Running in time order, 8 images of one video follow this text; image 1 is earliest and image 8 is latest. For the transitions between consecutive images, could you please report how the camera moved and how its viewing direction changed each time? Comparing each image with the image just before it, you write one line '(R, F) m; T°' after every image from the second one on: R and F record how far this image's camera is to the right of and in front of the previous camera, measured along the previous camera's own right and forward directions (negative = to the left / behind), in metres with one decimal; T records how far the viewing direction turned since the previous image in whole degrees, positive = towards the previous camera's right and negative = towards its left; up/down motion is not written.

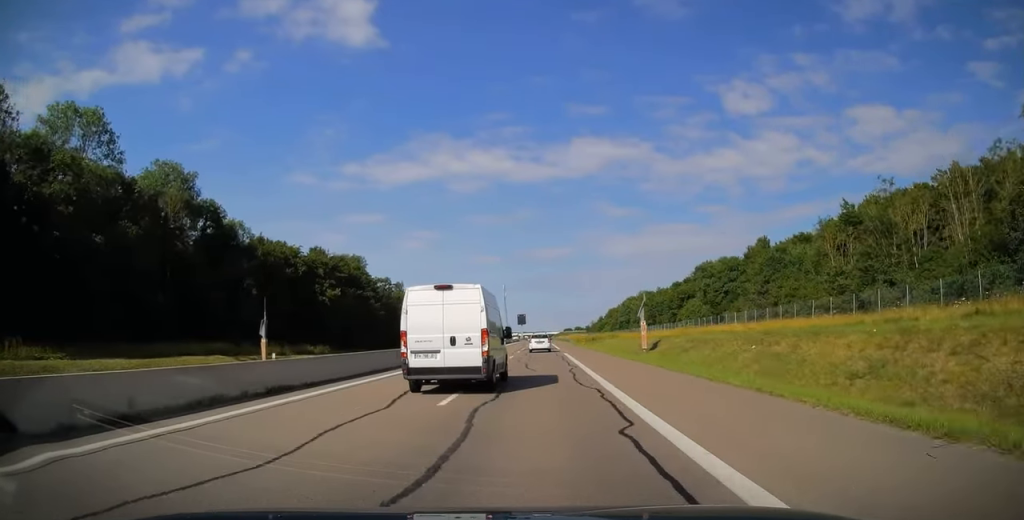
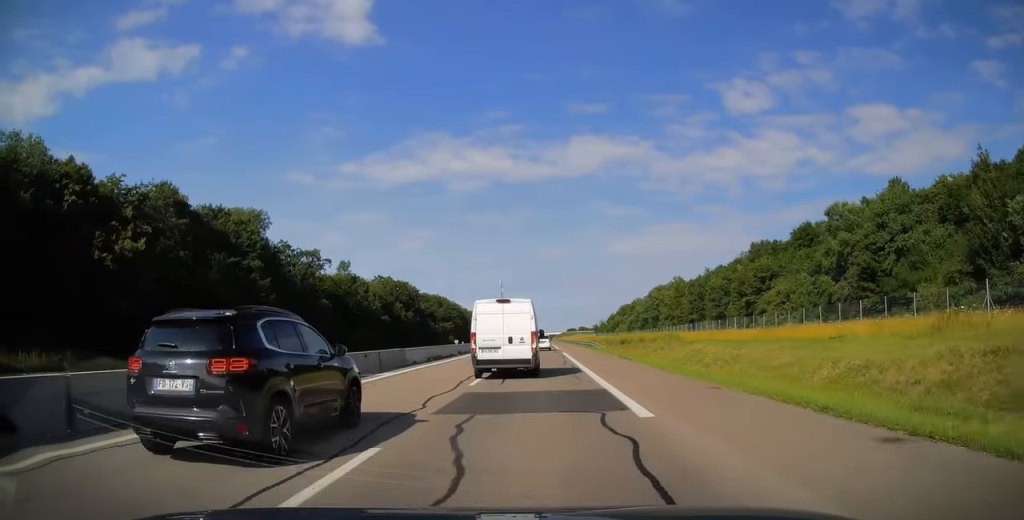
(0.0, +45.7) m; 0°
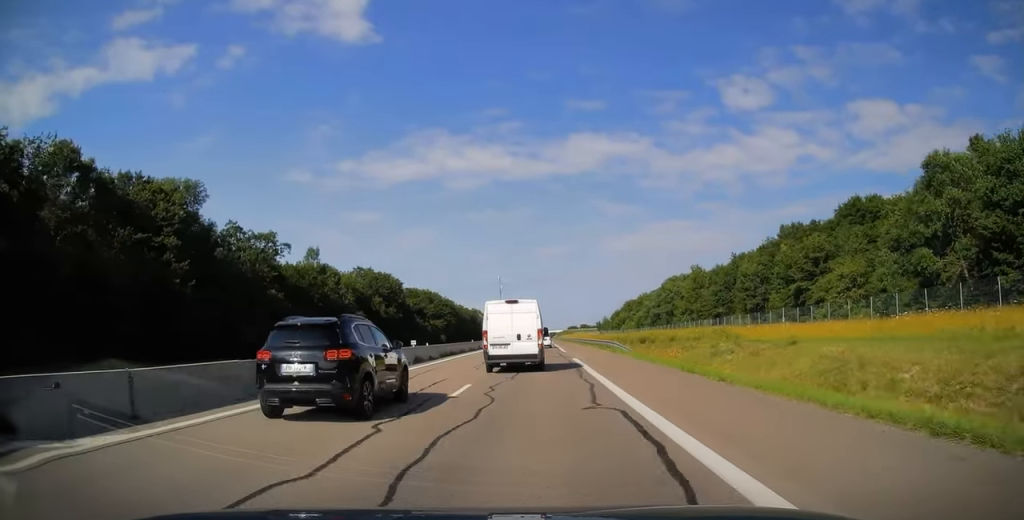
(0.0, +16.3) m; 0°
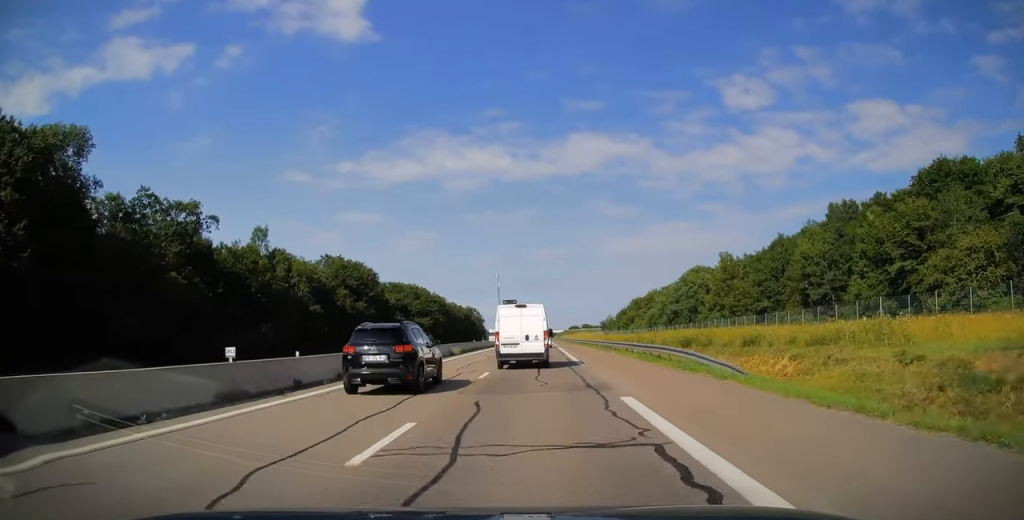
(0.0, +19.7) m; 0°
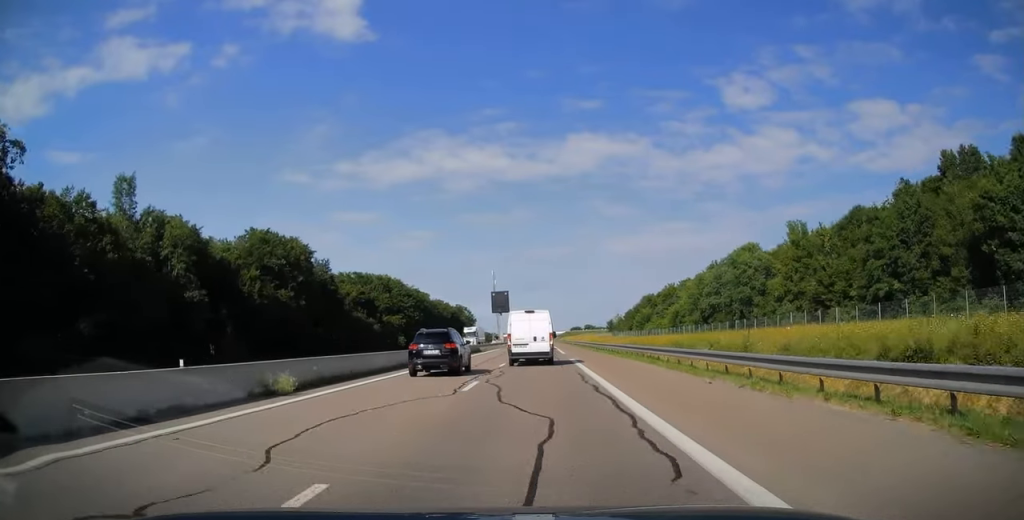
(0.0, +29.5) m; 0°
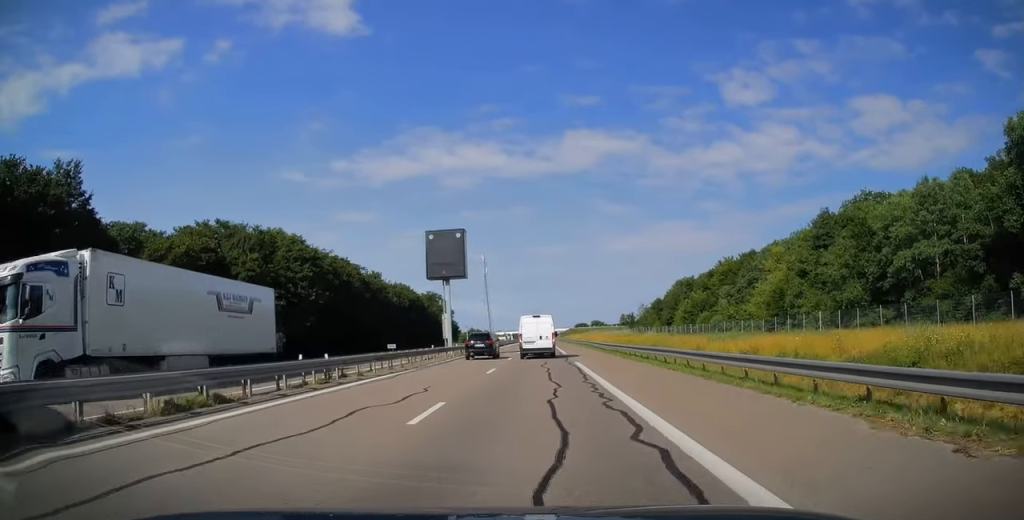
(-0.1, +57.5) m; 0°
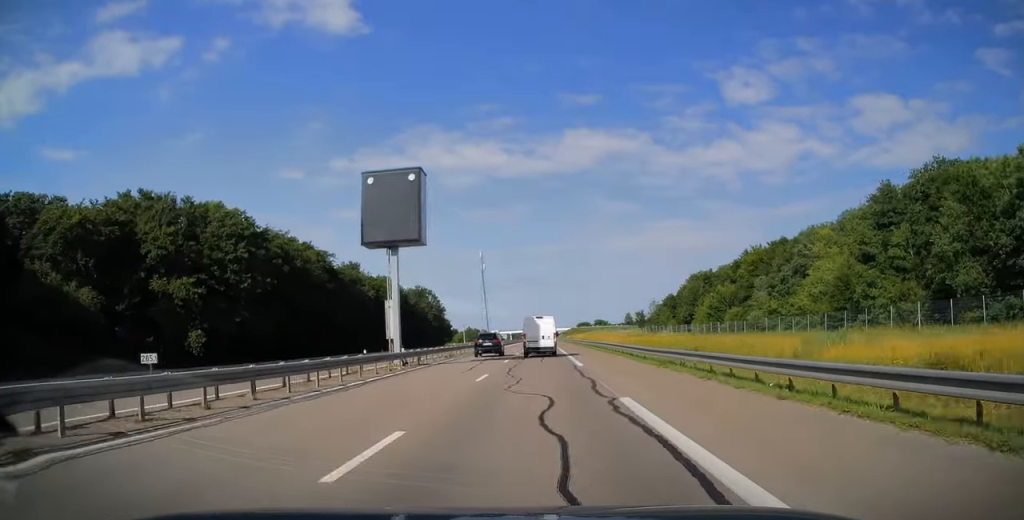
(0.0, +16.7) m; 0°
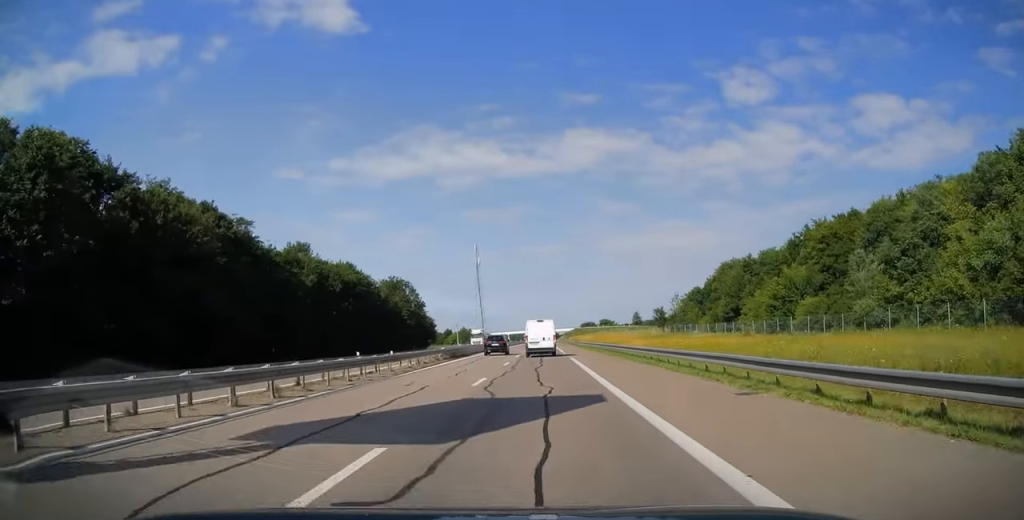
(0.0, +27.0) m; 0°
